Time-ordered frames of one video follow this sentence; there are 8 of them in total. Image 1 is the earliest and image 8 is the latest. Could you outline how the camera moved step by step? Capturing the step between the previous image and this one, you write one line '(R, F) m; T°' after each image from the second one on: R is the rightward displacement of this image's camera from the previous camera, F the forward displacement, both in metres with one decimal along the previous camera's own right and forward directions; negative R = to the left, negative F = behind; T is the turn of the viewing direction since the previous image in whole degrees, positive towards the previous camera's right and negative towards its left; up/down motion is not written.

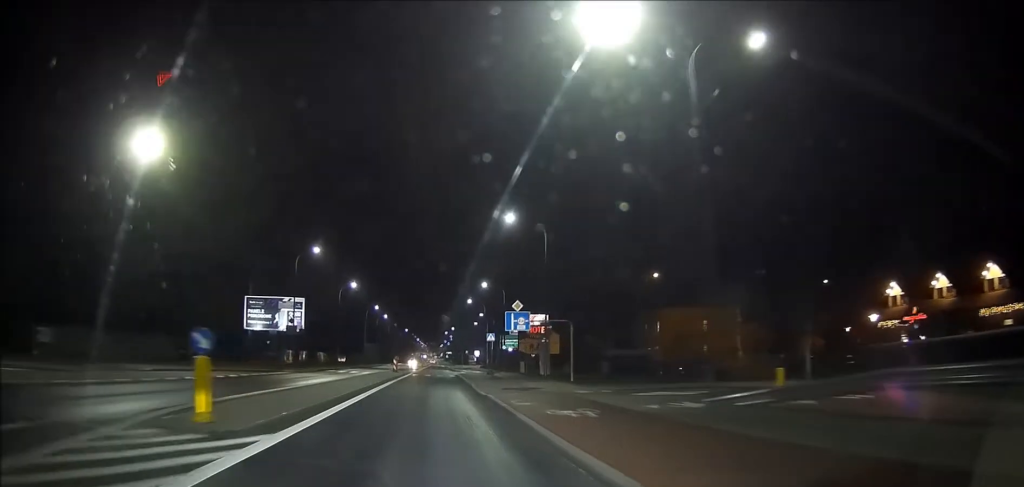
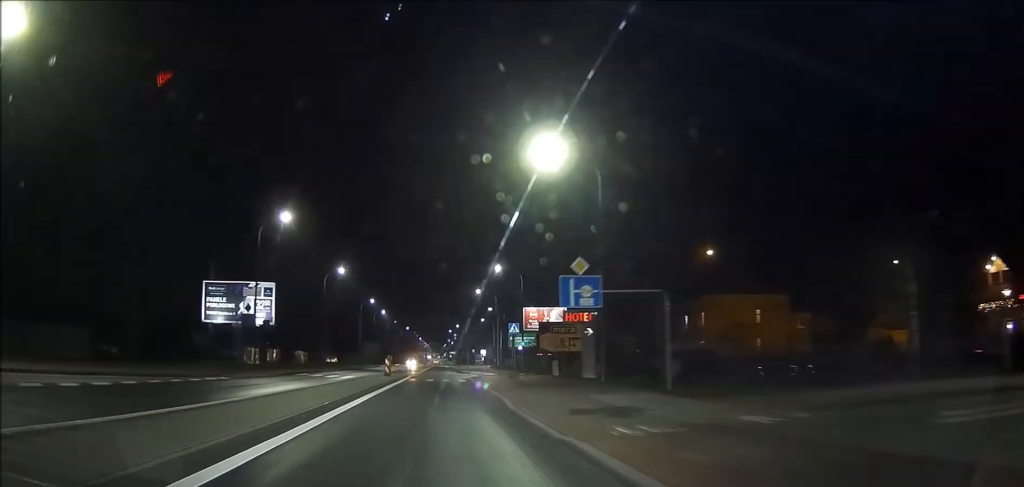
(0.0, +14.9) m; 0°
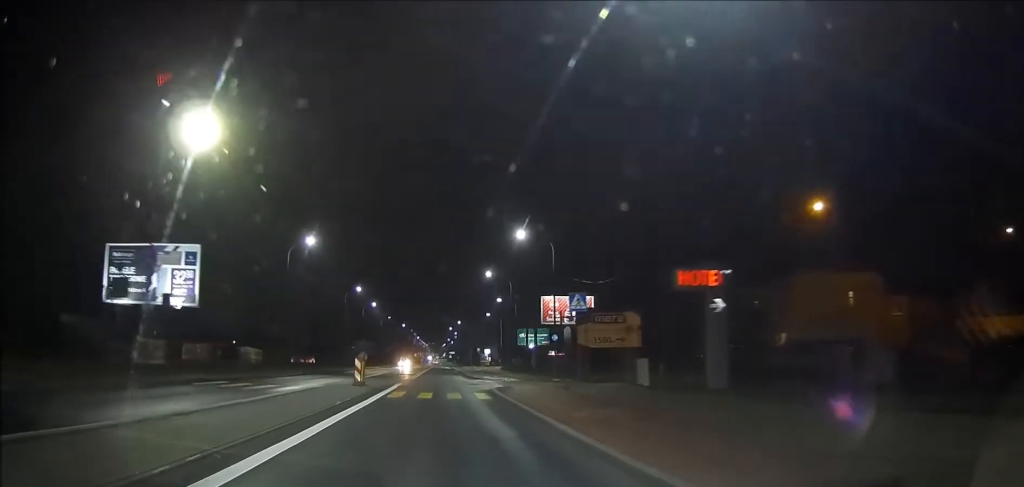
(0.0, +19.5) m; 0°
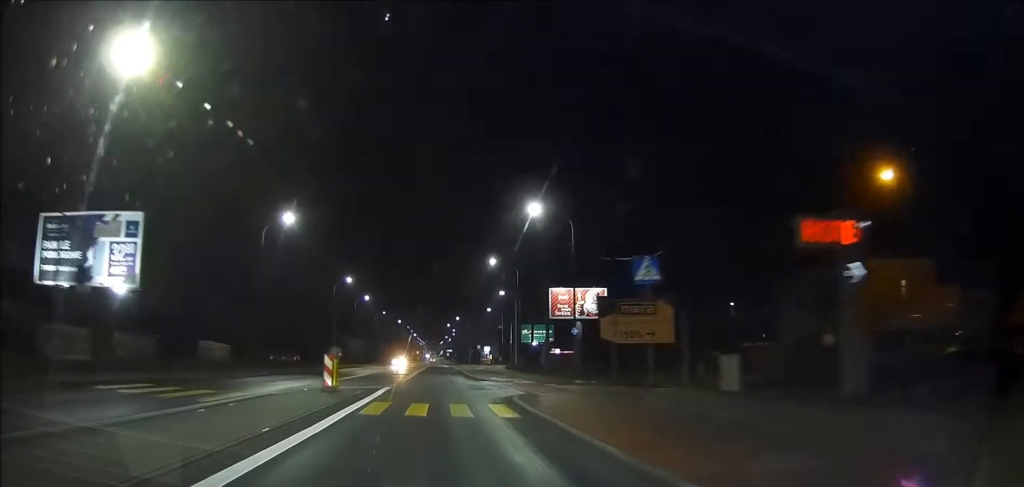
(0.0, +8.1) m; 0°
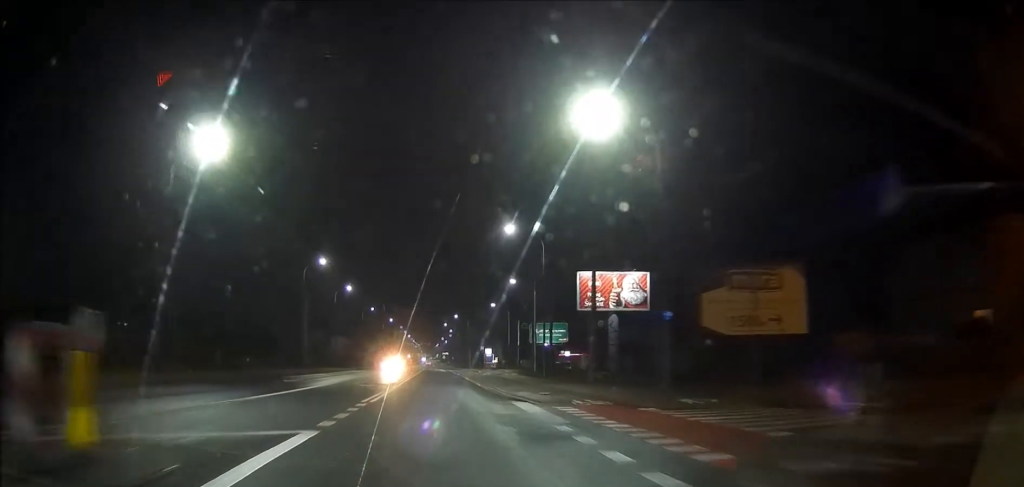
(+0.1, +17.7) m; +1°
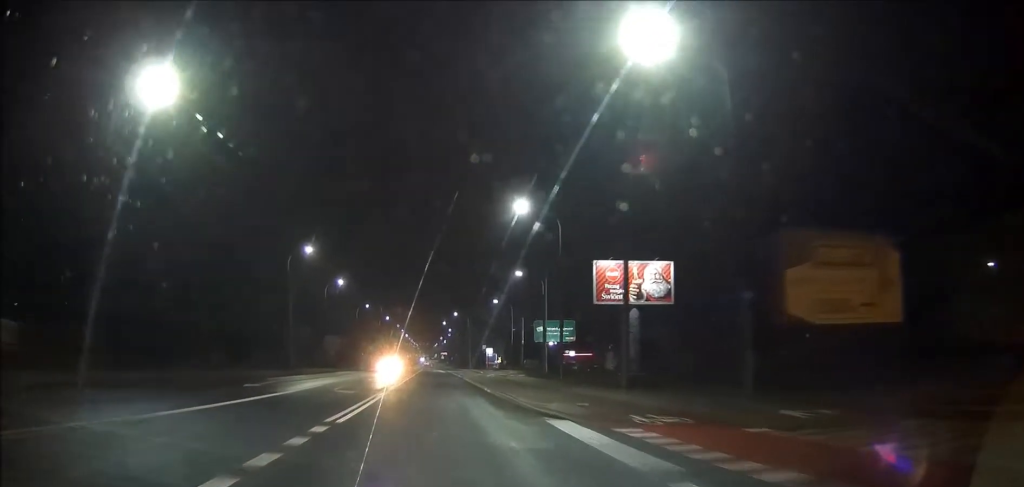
(0.0, +6.9) m; 0°
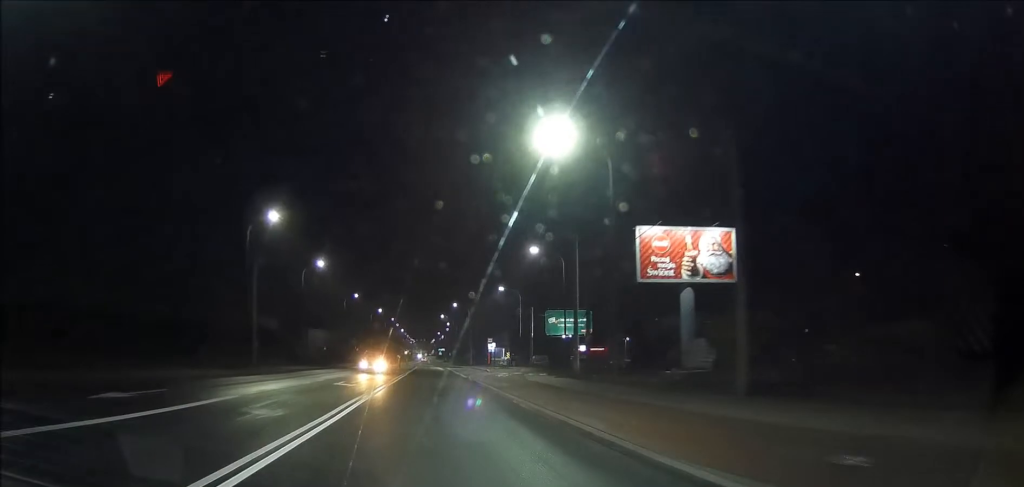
(+0.1, +12.6) m; 0°
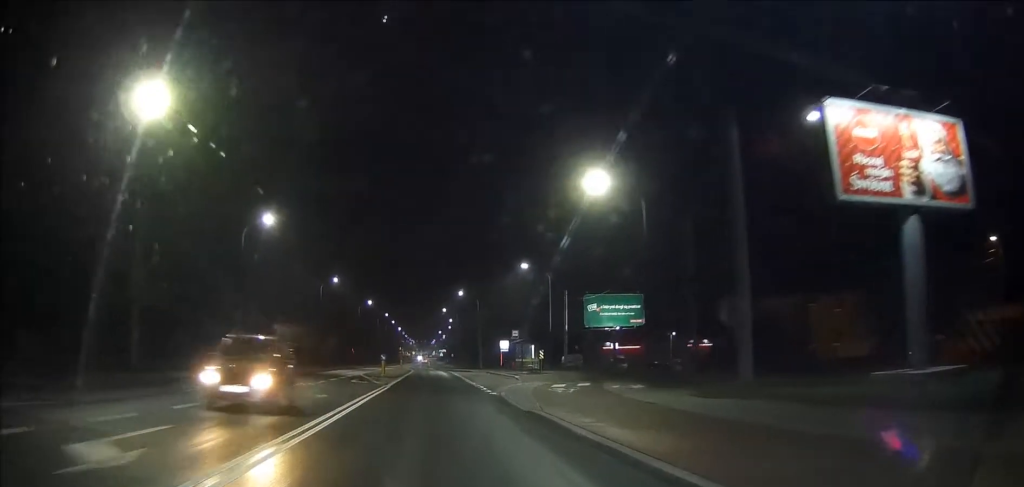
(-0.1, +22.3) m; -1°
